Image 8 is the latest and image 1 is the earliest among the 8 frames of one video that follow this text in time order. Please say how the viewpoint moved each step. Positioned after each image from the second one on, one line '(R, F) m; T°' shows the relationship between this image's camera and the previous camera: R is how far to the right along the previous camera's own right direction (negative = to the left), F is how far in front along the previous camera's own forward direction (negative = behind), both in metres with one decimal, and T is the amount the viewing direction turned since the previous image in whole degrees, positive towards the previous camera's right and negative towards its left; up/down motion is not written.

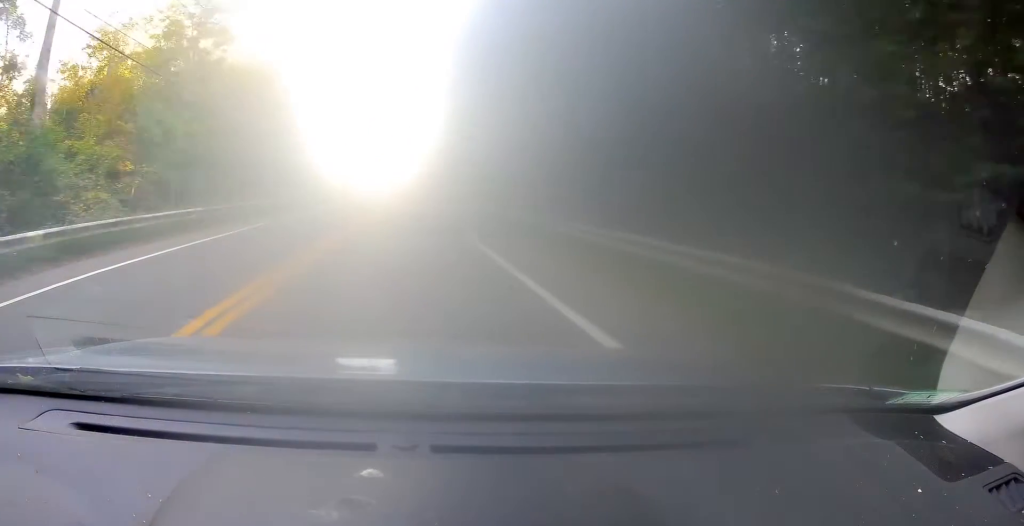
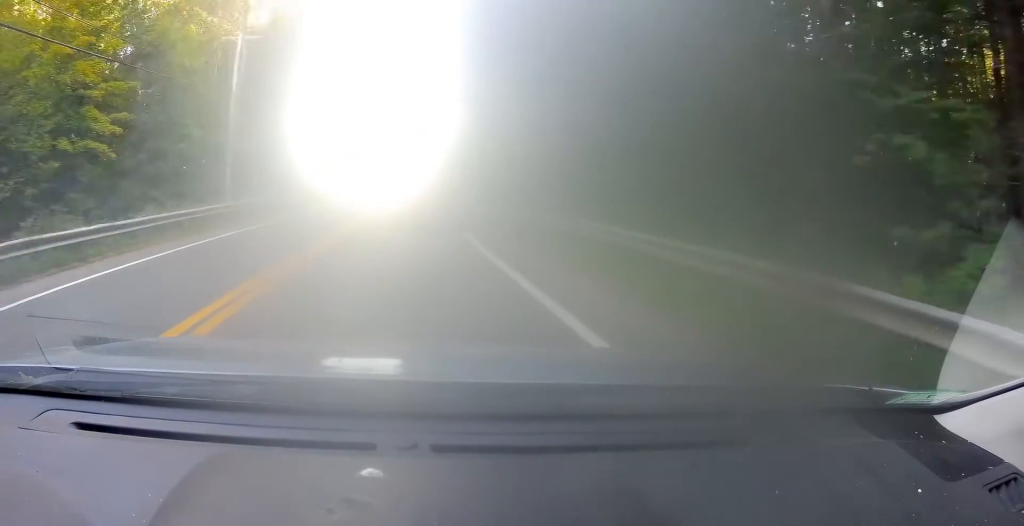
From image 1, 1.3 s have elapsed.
(+1.3, +26.2) m; +3°
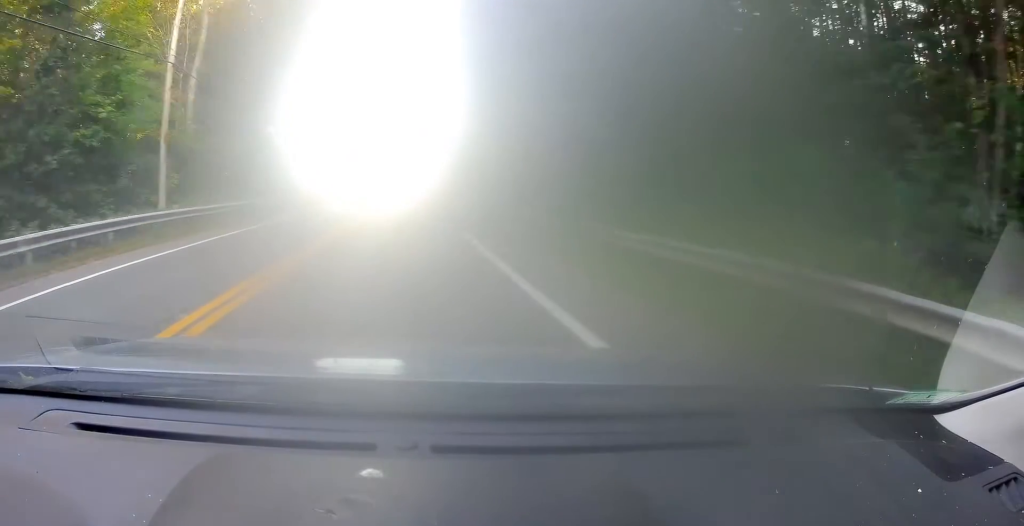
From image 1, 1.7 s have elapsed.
(0.0, +9.1) m; -1°
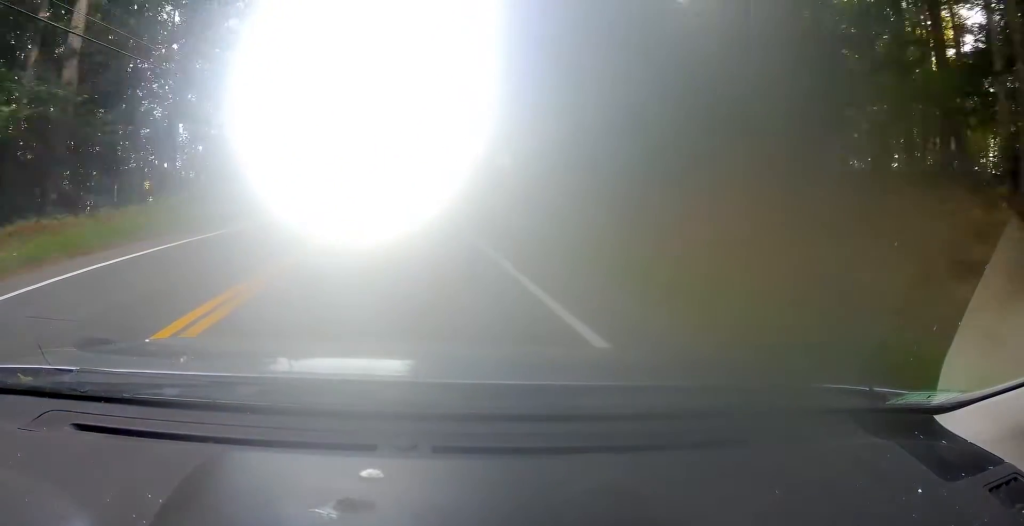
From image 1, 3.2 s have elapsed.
(-1.2, +31.3) m; -4°
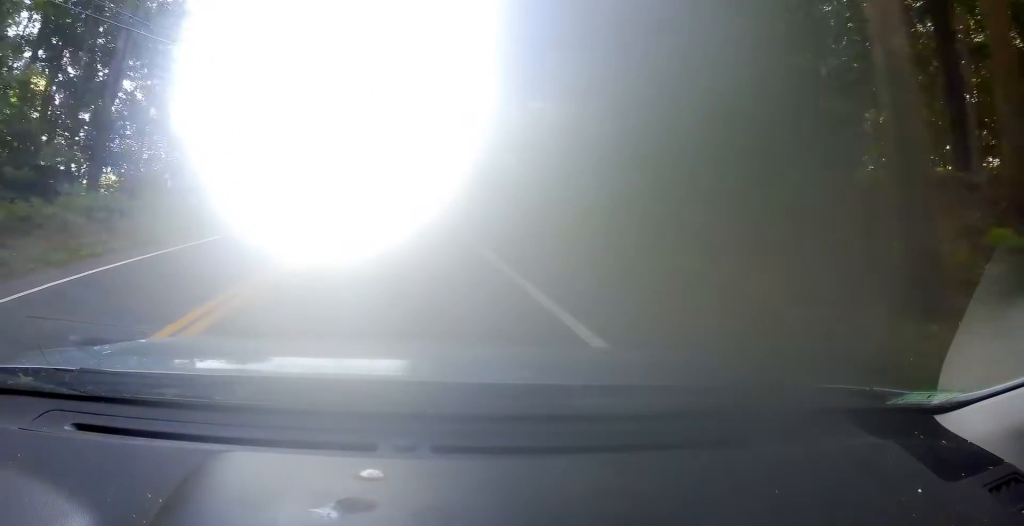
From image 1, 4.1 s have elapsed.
(0.0, +19.6) m; +2°
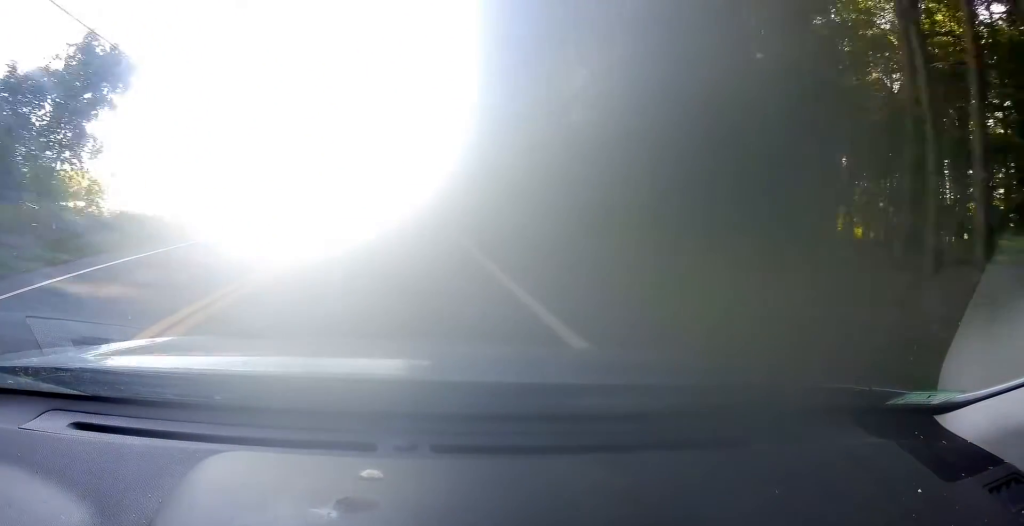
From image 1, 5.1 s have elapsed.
(+0.7, +21.2) m; 0°
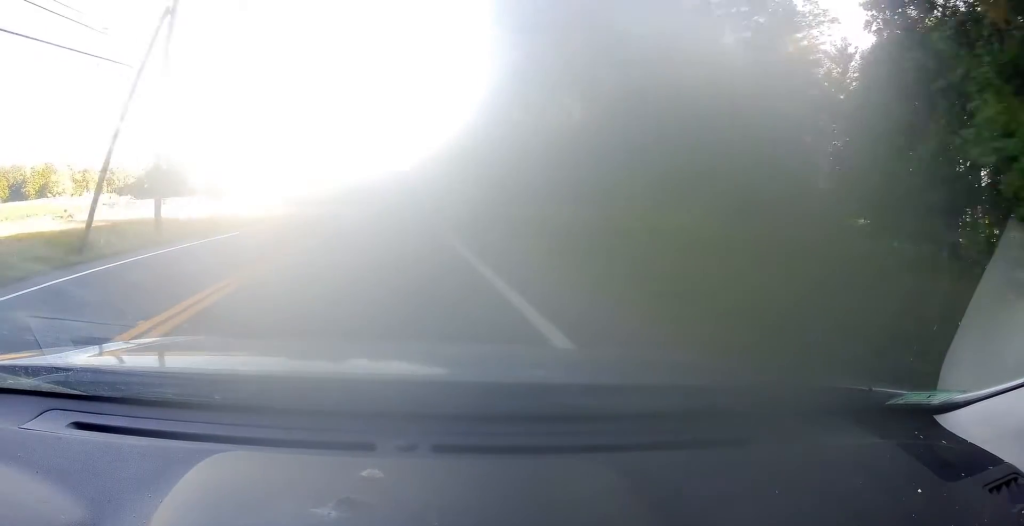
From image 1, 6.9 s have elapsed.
(+0.4, +38.1) m; -2°
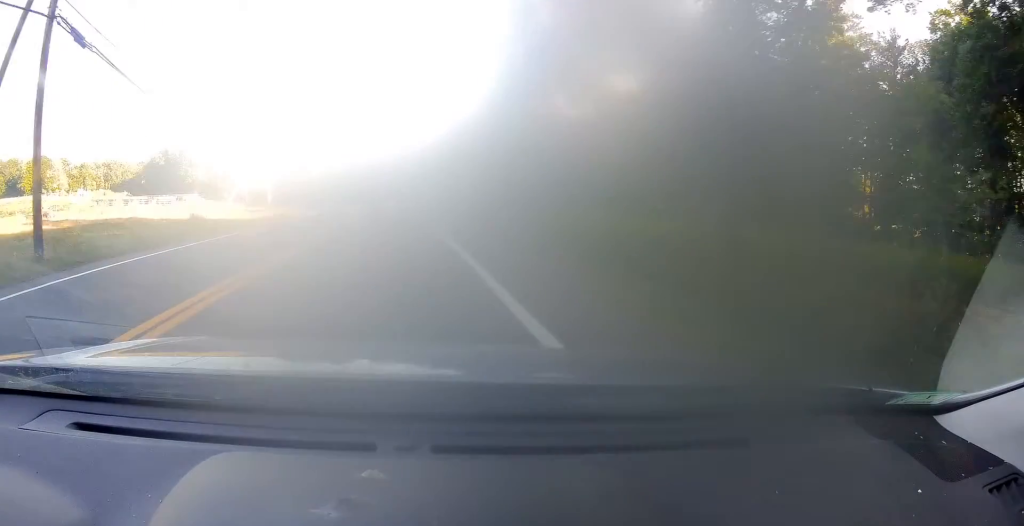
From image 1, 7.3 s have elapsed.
(0.0, +9.5) m; -2°
